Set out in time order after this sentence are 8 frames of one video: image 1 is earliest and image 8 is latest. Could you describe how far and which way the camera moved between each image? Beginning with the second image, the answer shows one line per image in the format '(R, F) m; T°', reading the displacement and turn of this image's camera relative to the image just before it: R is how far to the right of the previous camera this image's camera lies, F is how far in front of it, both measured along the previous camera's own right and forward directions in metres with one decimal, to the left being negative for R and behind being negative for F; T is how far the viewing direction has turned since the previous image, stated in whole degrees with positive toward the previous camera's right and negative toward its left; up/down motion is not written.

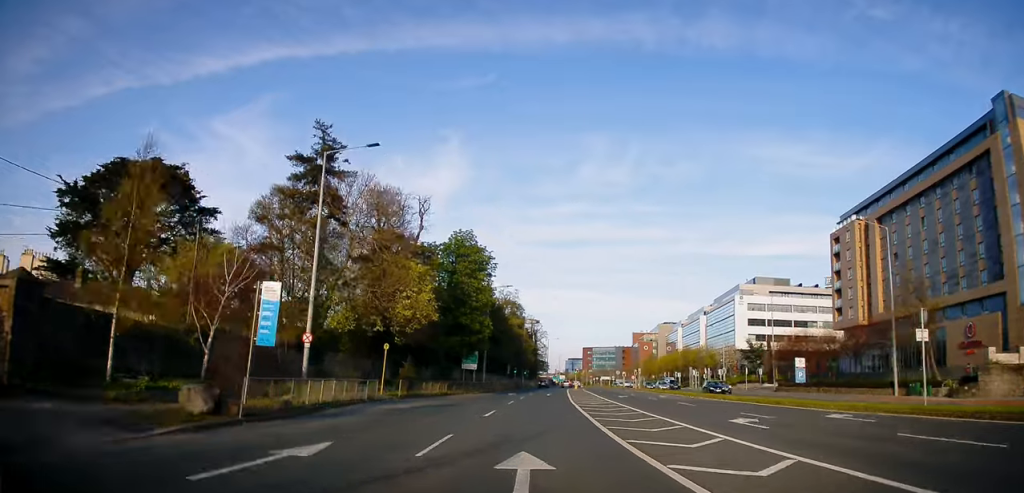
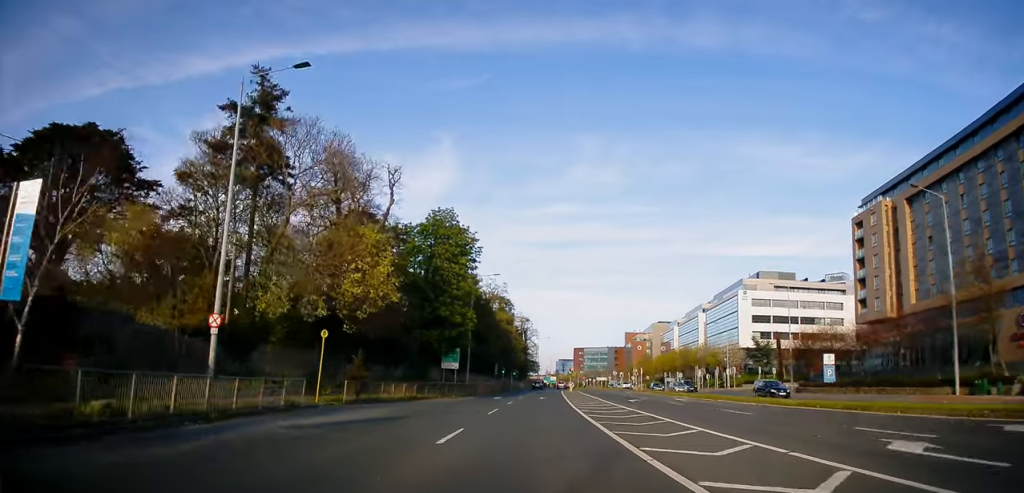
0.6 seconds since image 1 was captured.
(+0.3, +10.0) m; +1°
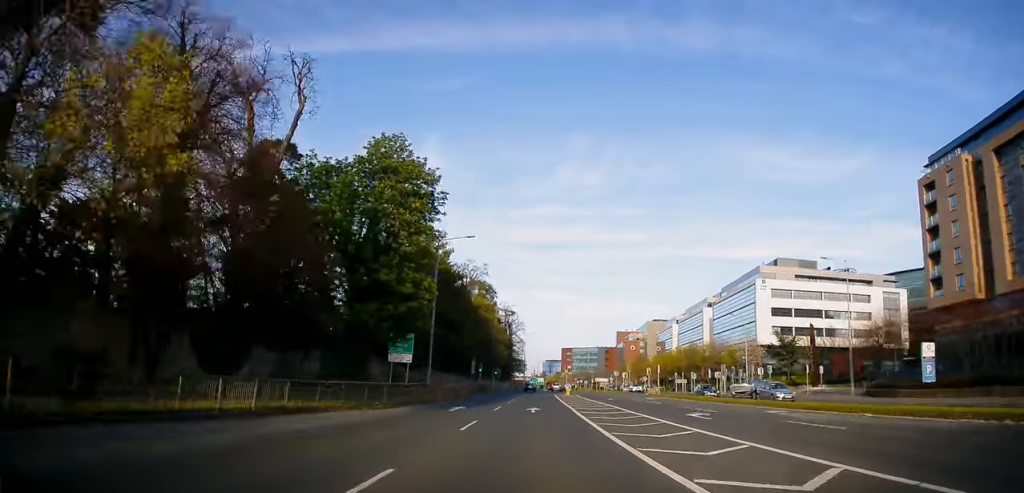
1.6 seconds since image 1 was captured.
(+0.3, +19.0) m; 0°
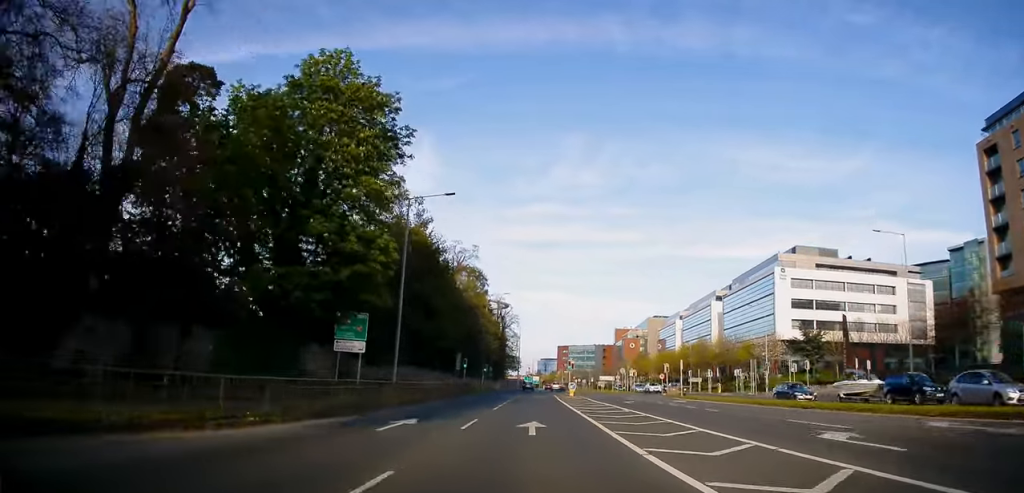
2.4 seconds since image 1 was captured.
(0.0, +12.4) m; 0°
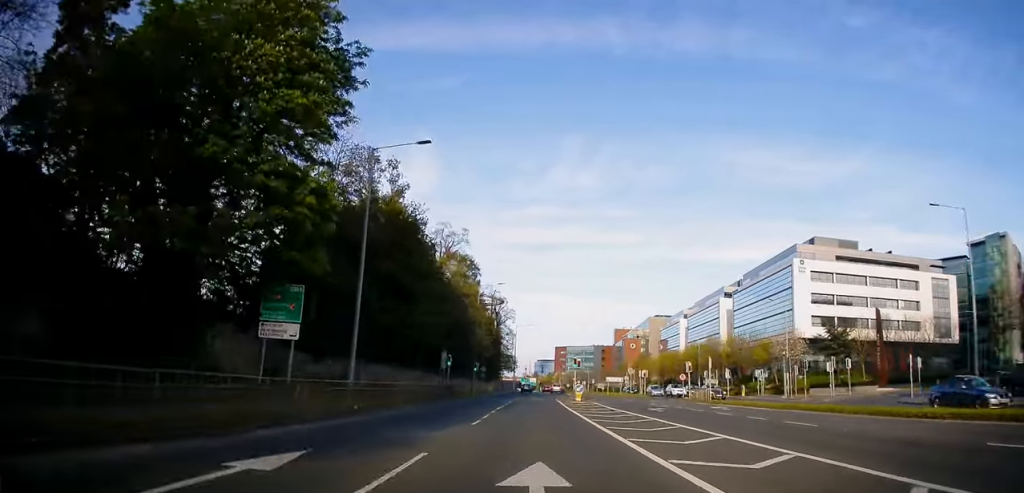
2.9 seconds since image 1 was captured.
(-0.1, +9.5) m; 0°
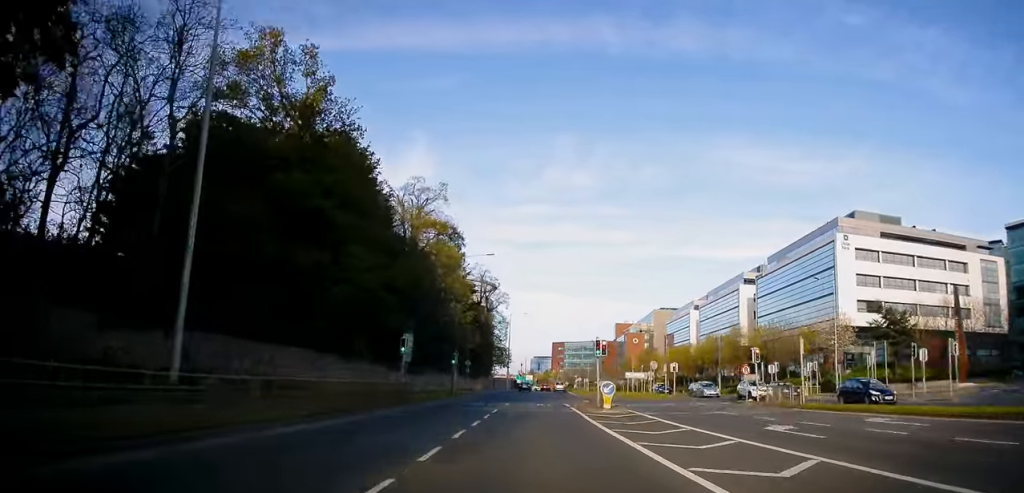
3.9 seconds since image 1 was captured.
(+0.1, +16.6) m; +1°
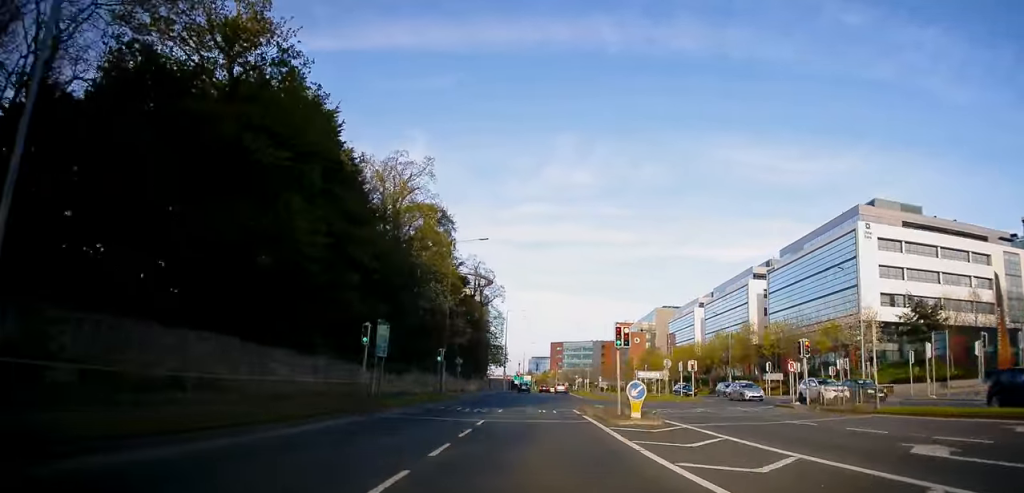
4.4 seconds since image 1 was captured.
(+0.1, +7.1) m; +1°
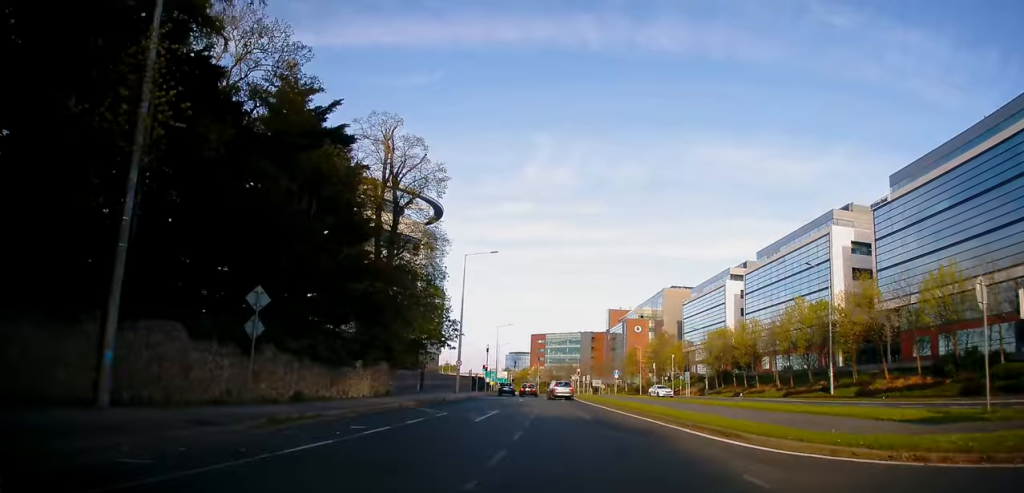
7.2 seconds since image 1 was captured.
(+1.5, +42.7) m; +1°
